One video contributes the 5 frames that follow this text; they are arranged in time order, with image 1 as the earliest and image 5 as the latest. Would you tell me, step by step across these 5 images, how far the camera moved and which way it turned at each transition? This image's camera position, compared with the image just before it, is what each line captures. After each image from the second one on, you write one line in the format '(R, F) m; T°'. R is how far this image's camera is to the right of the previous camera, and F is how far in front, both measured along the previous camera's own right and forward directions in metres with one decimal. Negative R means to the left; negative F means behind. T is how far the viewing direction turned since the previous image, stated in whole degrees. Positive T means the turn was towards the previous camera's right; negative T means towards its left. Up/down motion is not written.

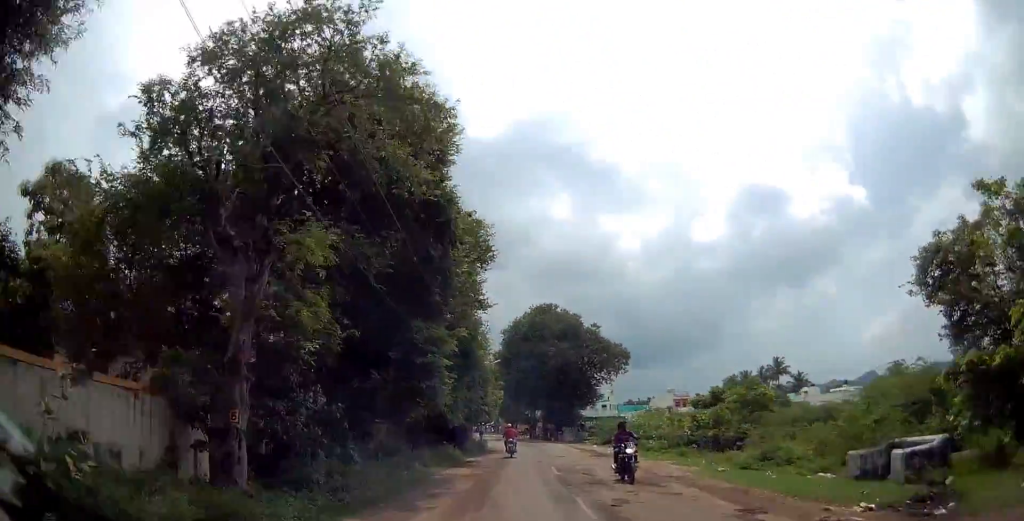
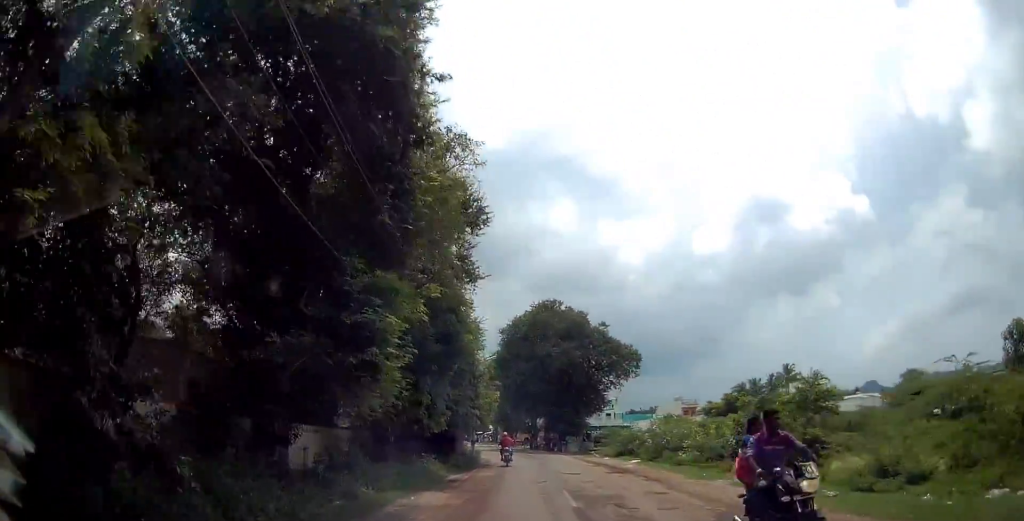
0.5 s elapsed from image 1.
(0.0, +6.1) m; 0°
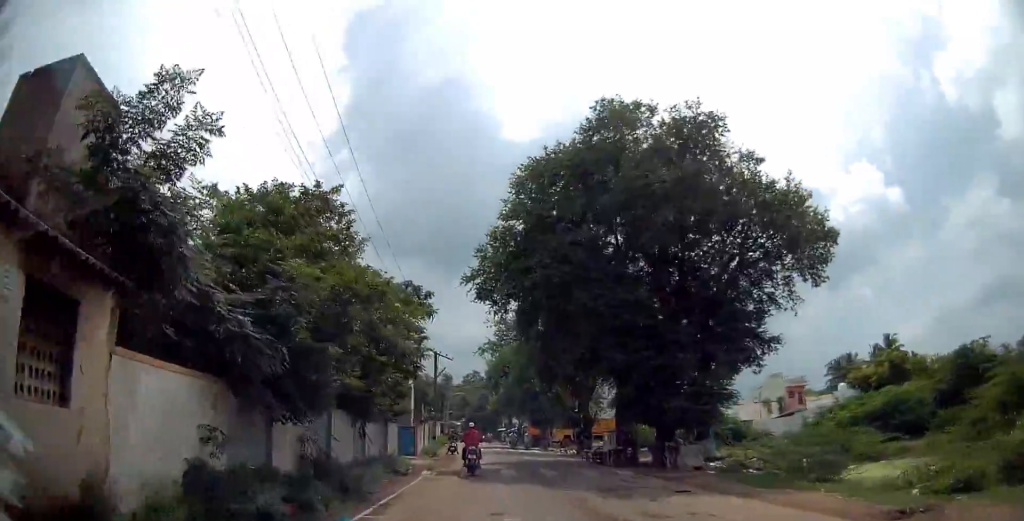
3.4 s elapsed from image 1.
(-0.5, +33.0) m; -4°
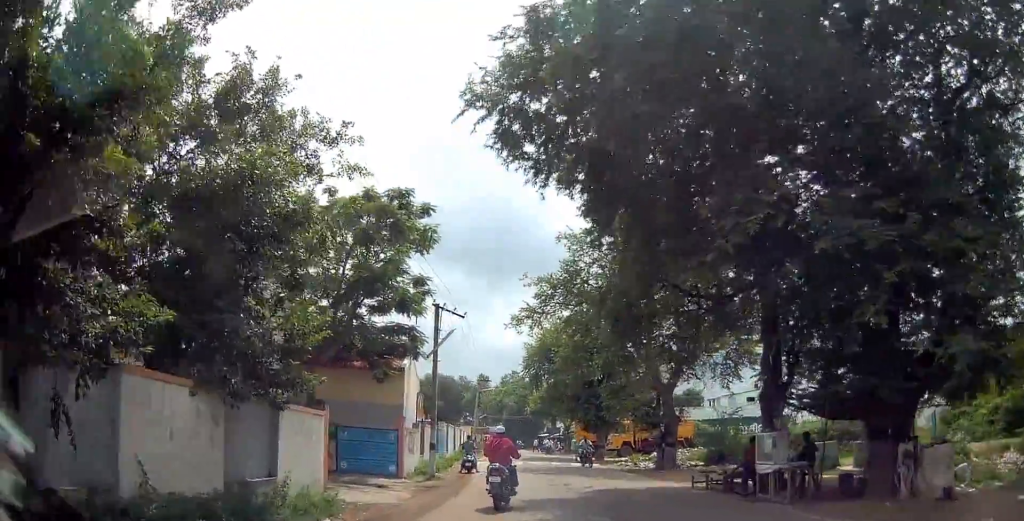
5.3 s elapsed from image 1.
(-0.3, +13.2) m; -3°
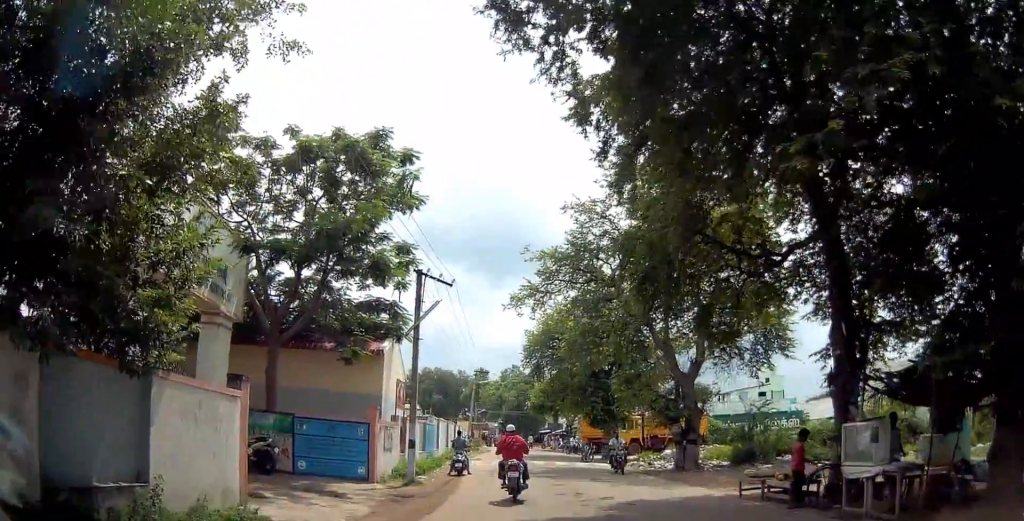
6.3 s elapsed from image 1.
(-0.1, +4.4) m; +1°
